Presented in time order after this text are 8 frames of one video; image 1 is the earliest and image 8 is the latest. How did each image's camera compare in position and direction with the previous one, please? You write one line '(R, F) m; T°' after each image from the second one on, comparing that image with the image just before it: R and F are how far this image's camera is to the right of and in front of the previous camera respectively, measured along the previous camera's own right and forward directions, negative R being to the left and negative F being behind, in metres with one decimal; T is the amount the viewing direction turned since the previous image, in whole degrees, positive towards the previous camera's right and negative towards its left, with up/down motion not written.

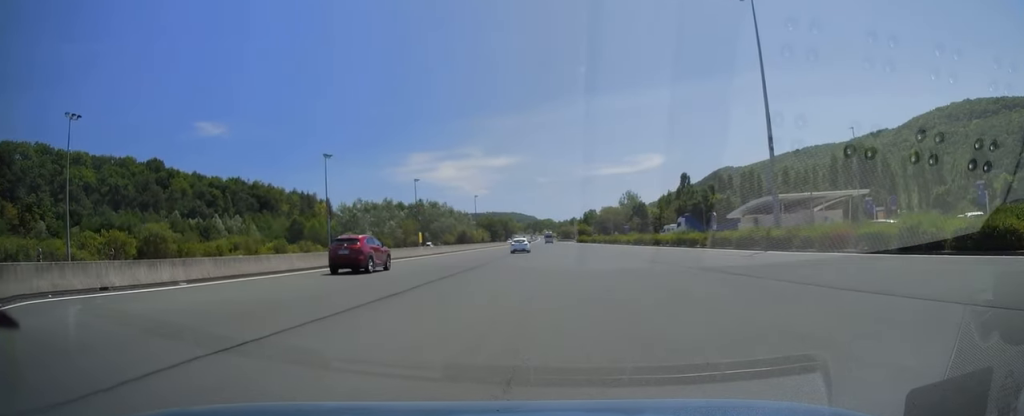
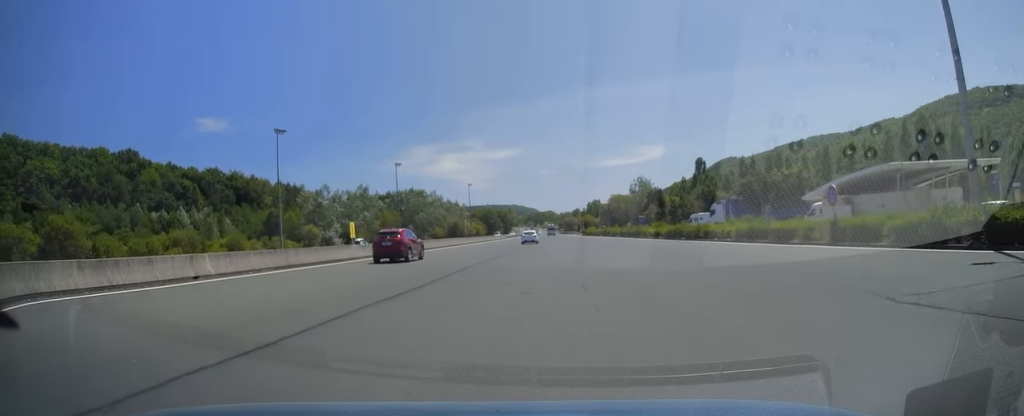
(+0.2, +21.4) m; 0°
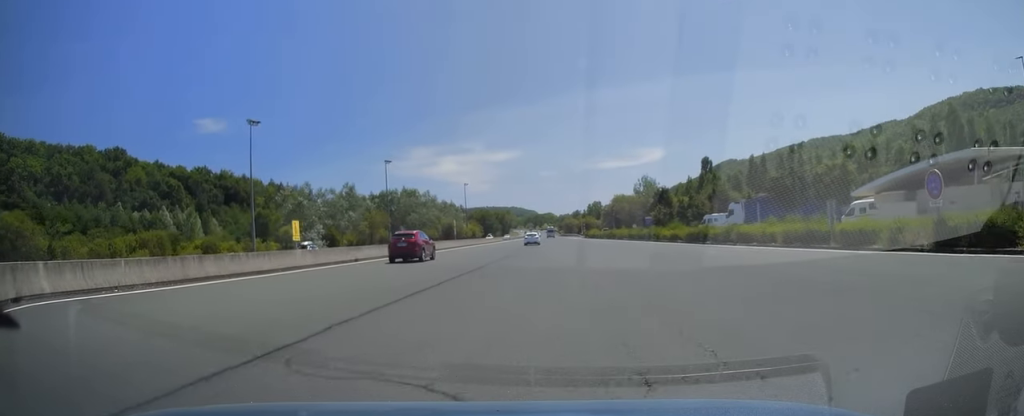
(-0.1, +8.9) m; 0°
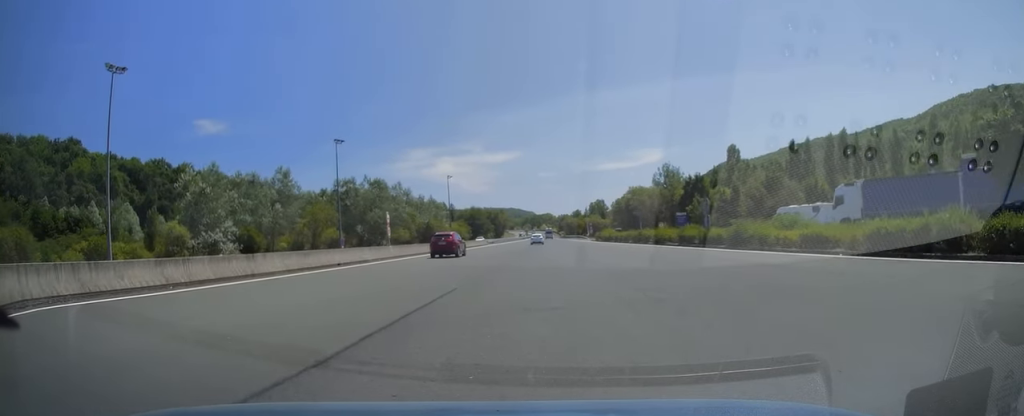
(+0.4, +30.3) m; +1°
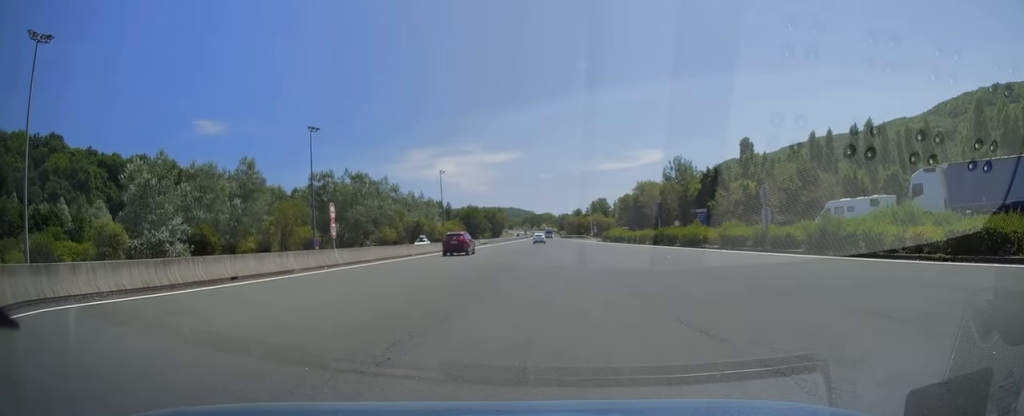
(0.0, +11.2) m; 0°
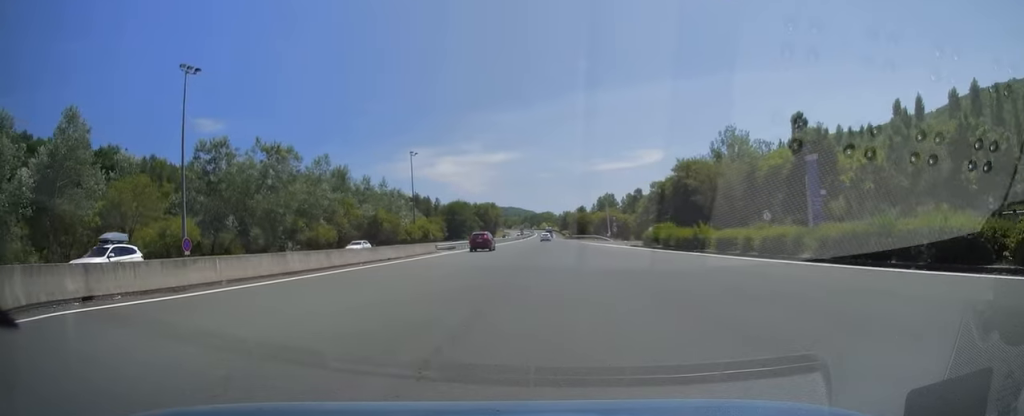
(-0.5, +33.6) m; -1°
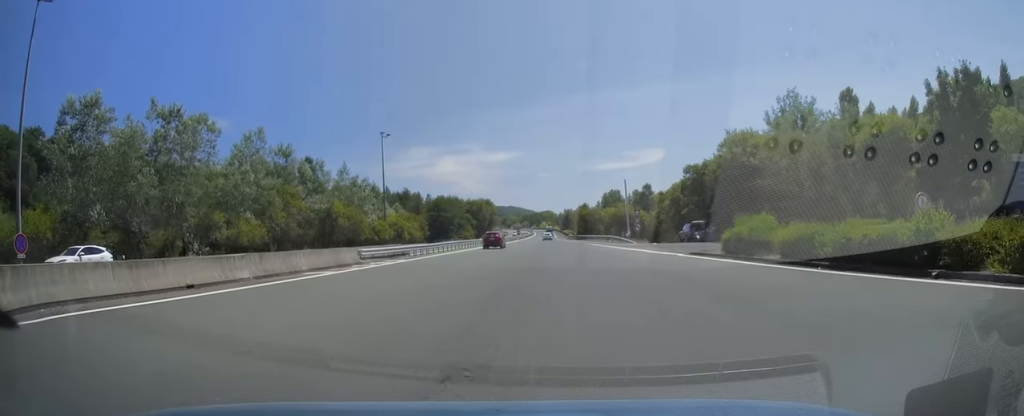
(+0.1, +21.5) m; +1°
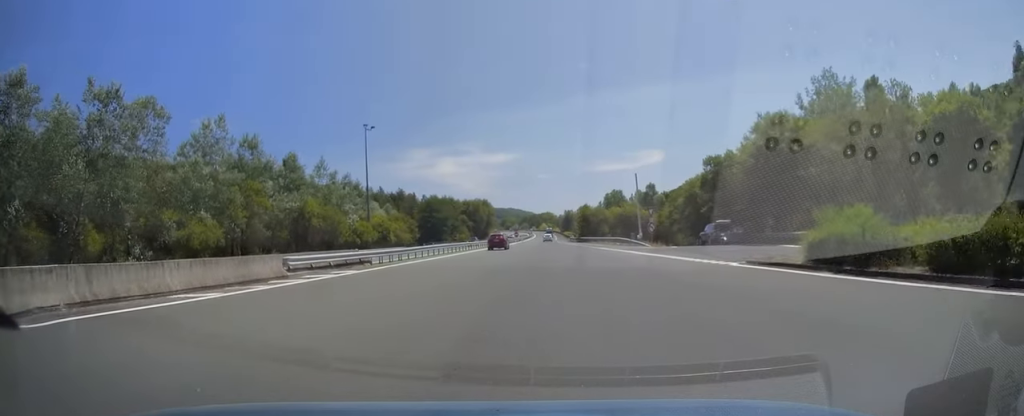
(0.0, +8.8) m; +1°
